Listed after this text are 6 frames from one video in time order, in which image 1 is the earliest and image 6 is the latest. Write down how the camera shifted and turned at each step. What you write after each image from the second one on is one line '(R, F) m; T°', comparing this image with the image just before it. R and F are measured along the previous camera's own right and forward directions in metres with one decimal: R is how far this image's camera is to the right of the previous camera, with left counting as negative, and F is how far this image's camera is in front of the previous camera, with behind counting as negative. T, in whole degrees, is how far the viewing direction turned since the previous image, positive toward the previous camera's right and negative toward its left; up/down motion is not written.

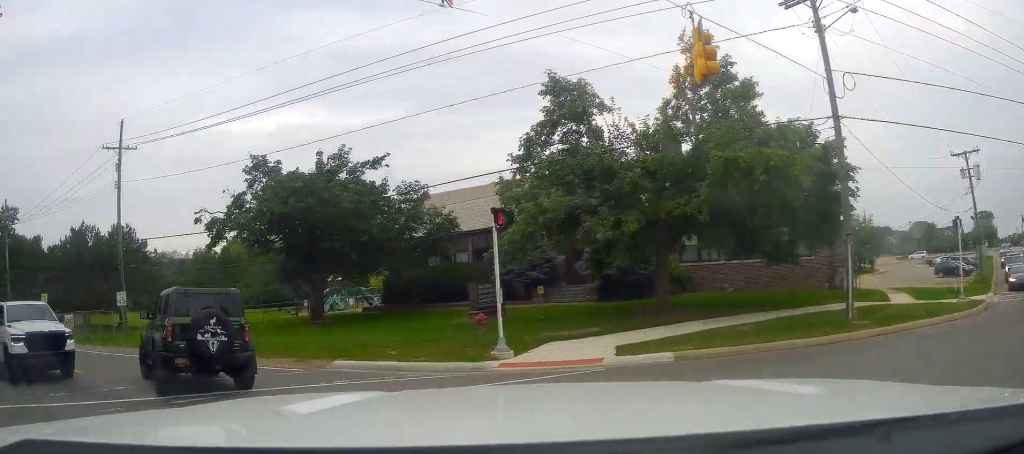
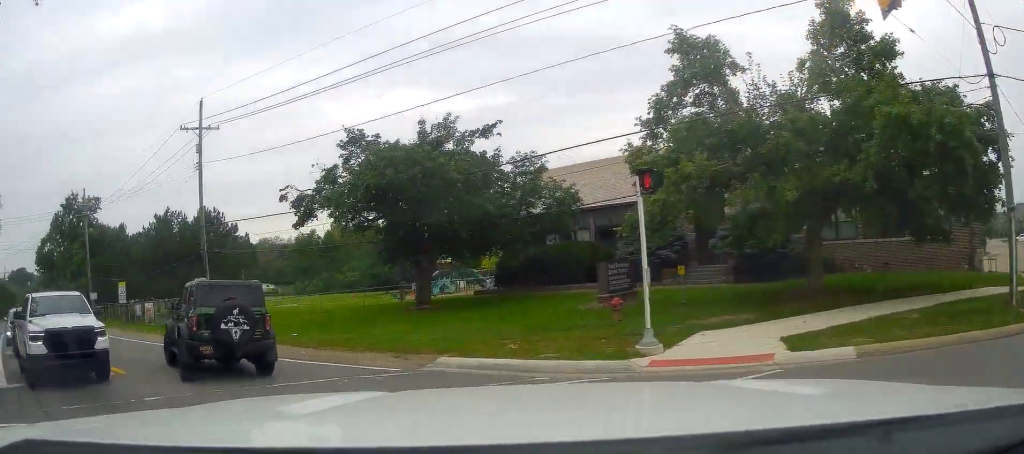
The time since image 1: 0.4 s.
(+0.1, +2.9) m; -8°
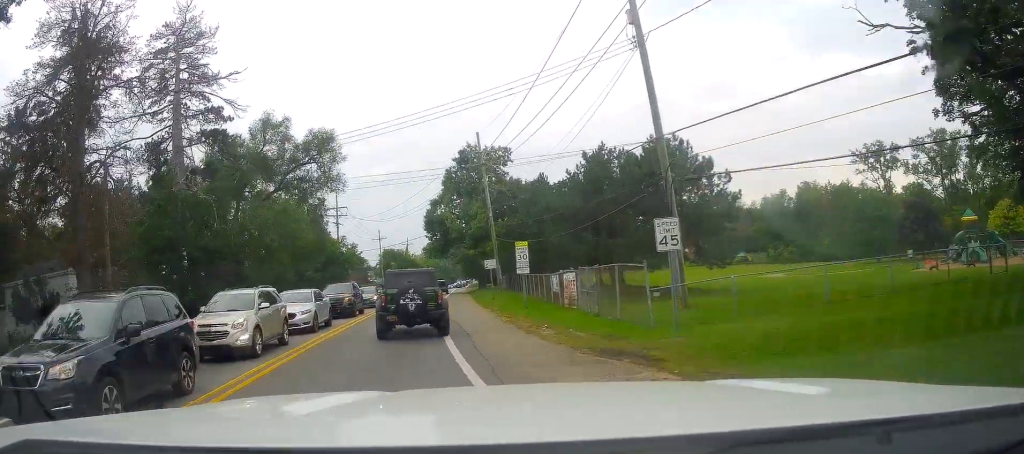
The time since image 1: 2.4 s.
(-5.8, +15.0) m; -46°
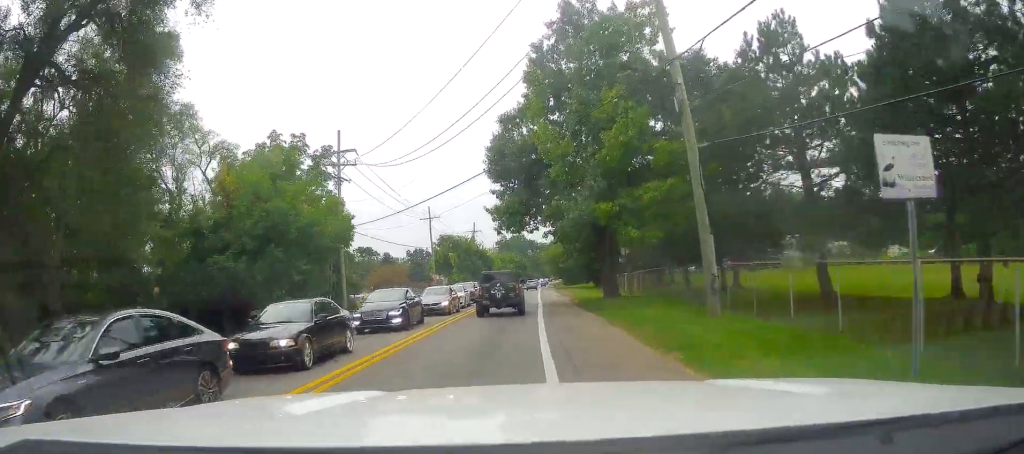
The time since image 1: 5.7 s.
(-14.0, +27.0) m; -37°
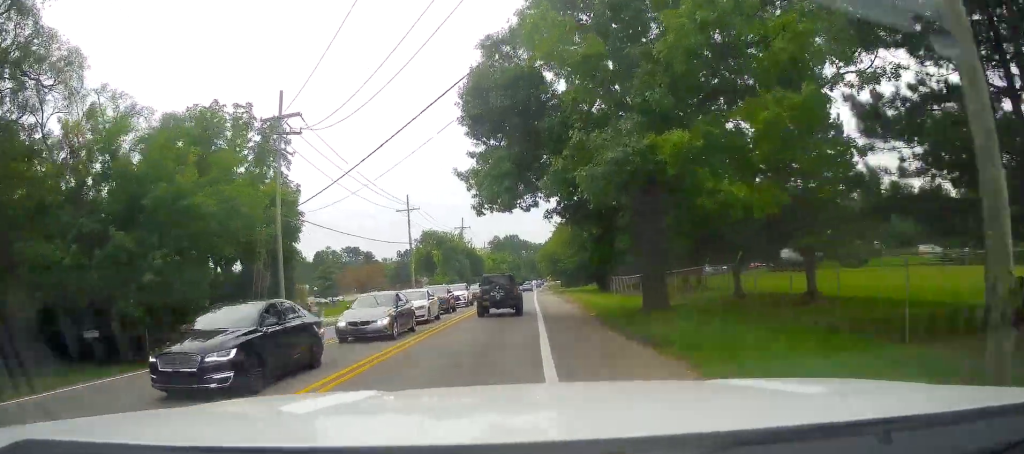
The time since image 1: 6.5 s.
(-0.1, +10.1) m; +1°
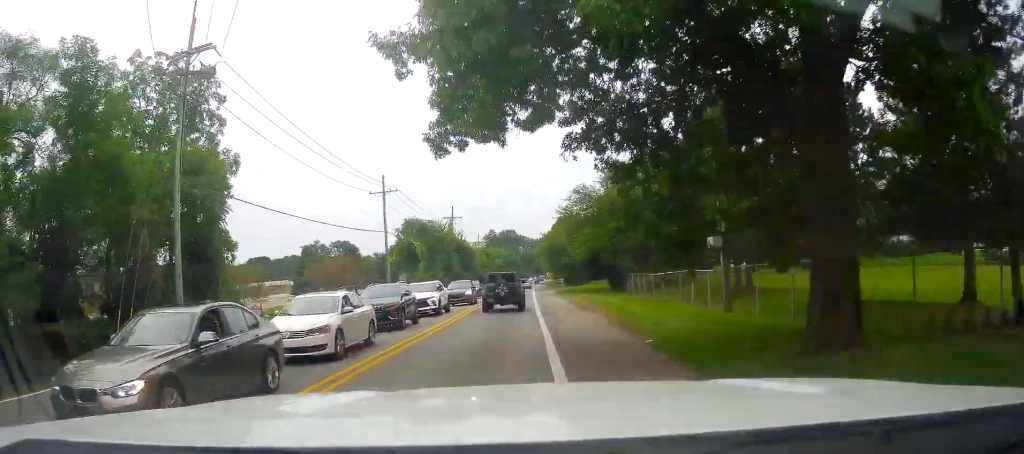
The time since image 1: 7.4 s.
(+0.5, +10.4) m; +1°
